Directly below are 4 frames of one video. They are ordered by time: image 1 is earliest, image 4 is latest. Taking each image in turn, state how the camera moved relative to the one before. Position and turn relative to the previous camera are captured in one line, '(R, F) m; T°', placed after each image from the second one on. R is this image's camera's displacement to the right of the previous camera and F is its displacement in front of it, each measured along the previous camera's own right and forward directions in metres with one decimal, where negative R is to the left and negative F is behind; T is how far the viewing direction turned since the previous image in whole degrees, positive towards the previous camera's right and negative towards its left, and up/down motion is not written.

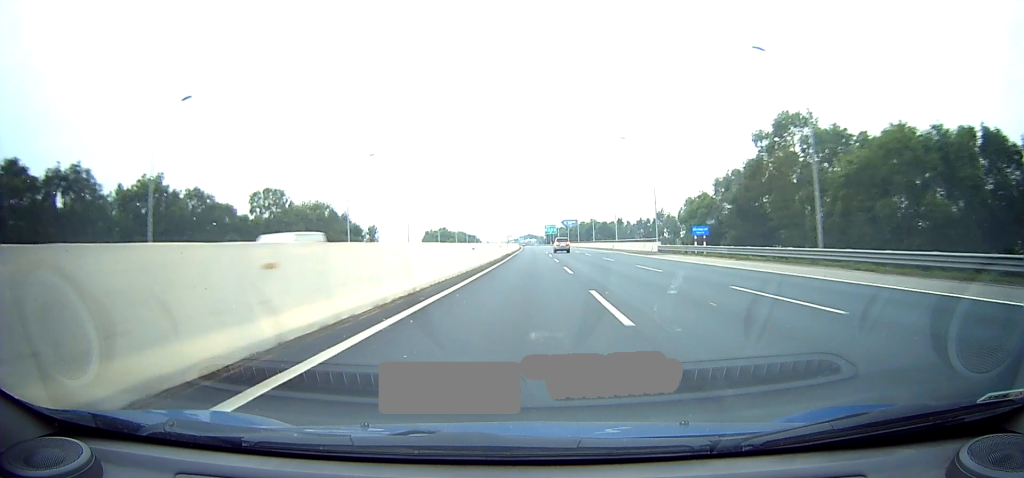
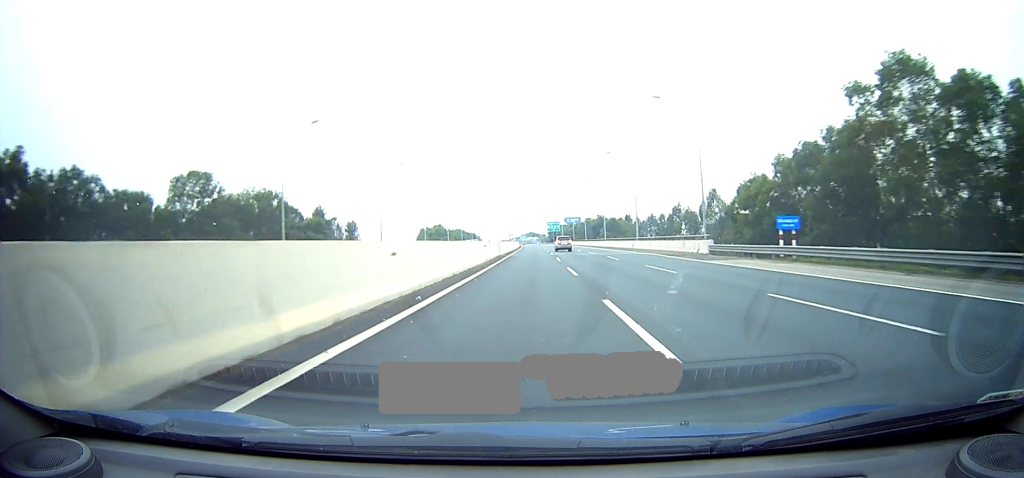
(0.0, +17.8) m; 0°
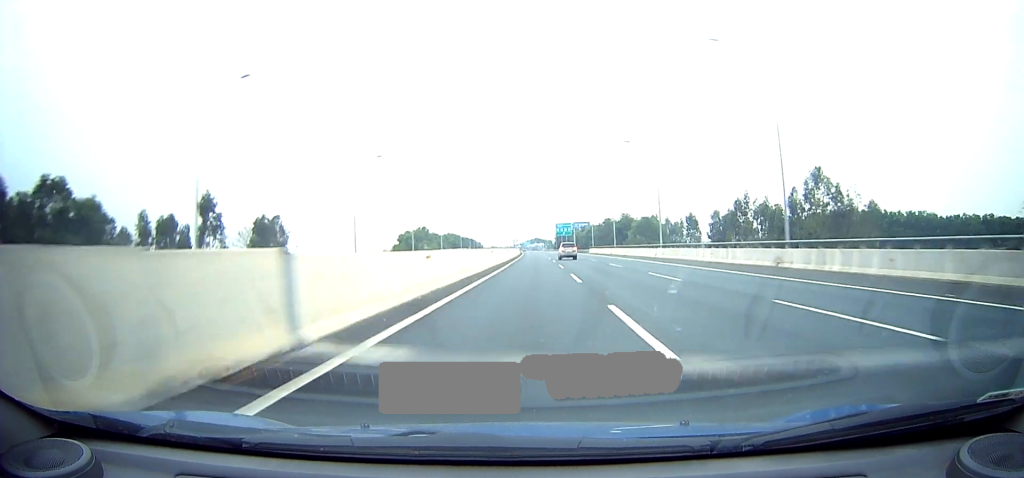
(-0.1, +45.9) m; -1°
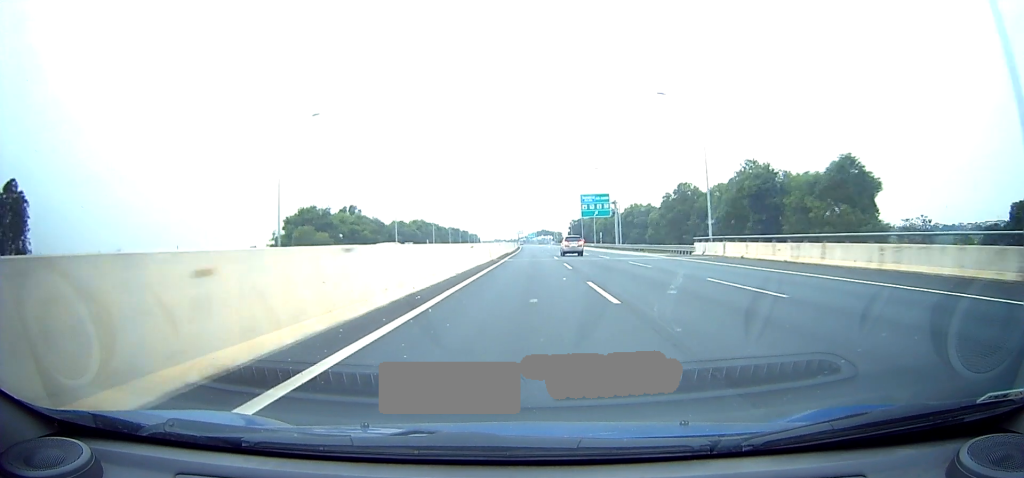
(-0.4, +89.7) m; -2°
